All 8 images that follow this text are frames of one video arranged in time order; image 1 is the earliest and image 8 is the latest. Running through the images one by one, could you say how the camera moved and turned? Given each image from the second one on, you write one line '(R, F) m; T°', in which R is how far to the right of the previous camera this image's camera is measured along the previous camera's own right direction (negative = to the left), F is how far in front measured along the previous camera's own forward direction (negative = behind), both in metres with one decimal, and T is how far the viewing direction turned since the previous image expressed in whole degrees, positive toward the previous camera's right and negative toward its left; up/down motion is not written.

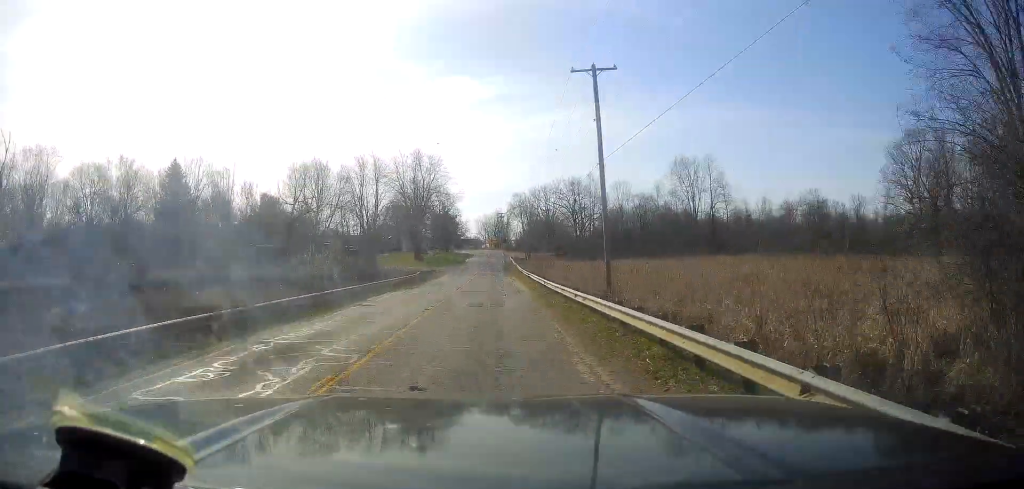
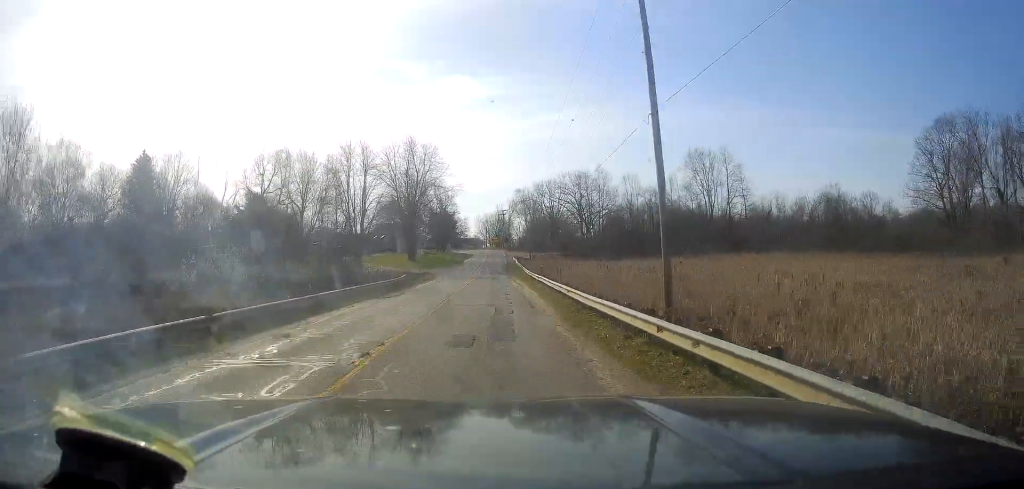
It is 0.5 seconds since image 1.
(+0.6, +10.0) m; 0°
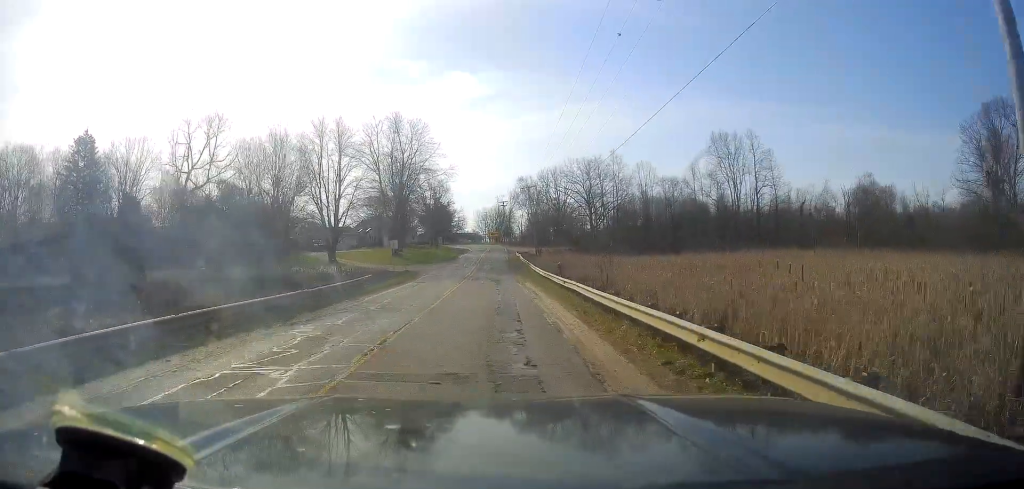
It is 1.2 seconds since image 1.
(+0.4, +15.0) m; 0°
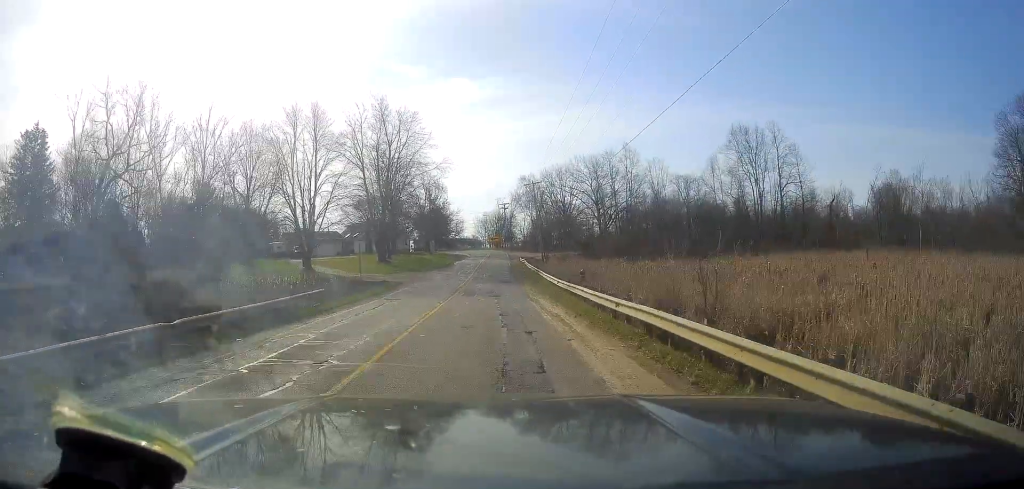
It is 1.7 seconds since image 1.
(-0.3, +10.8) m; -1°
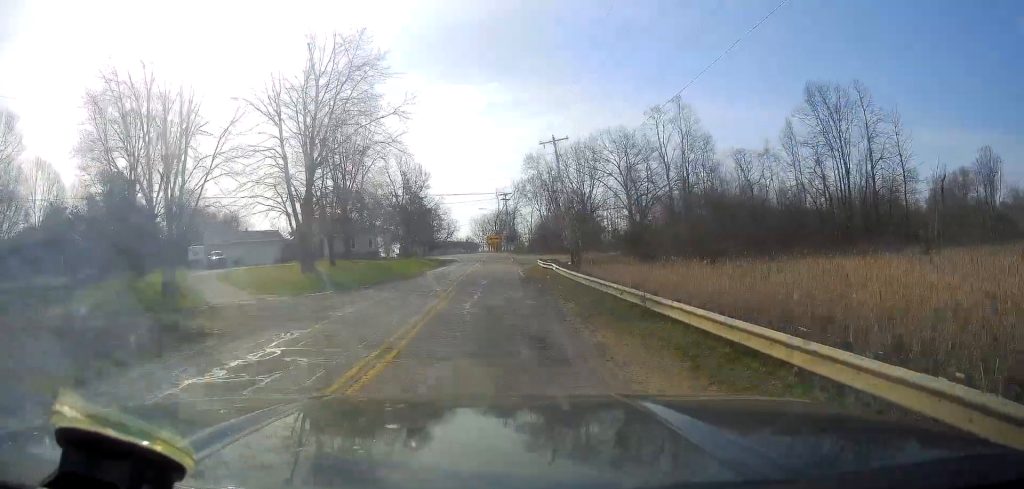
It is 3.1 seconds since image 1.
(-0.2, +30.4) m; 0°
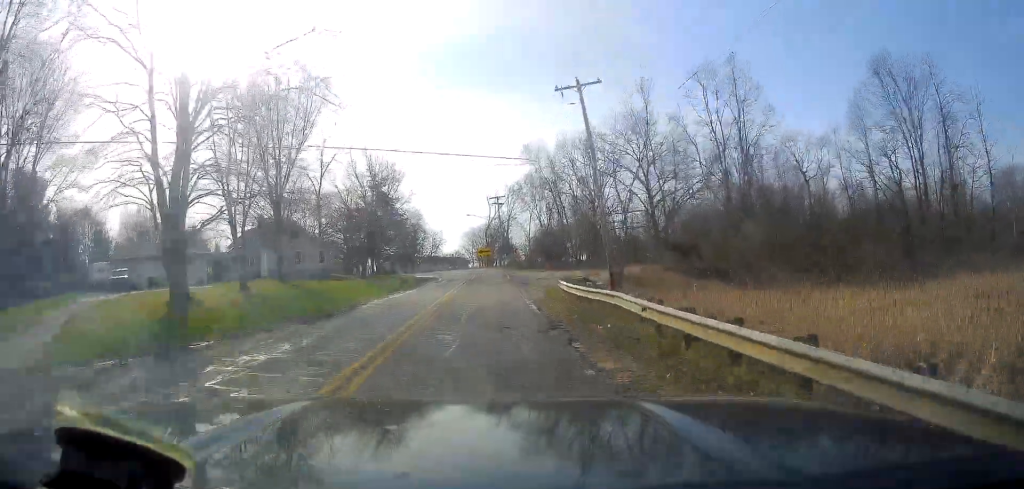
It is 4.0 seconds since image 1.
(0.0, +19.2) m; 0°
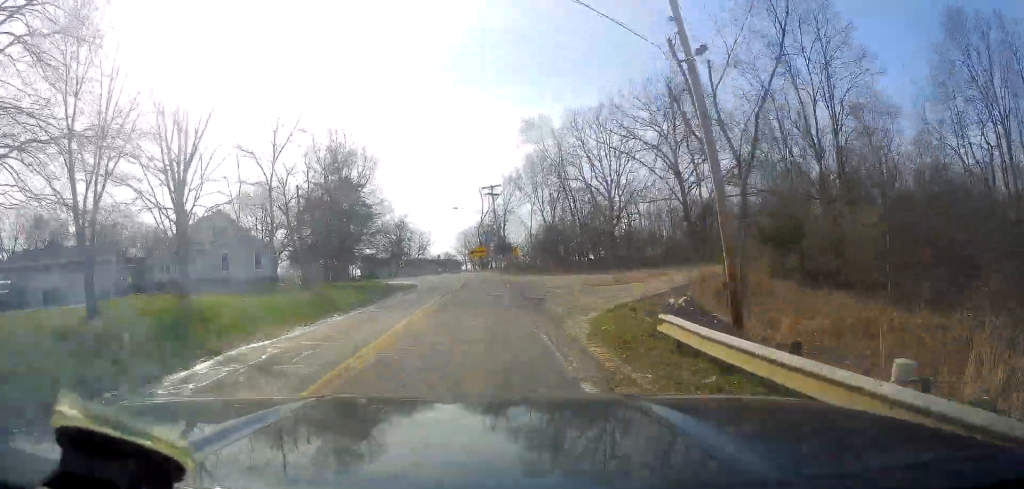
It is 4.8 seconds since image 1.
(0.0, +16.4) m; 0°
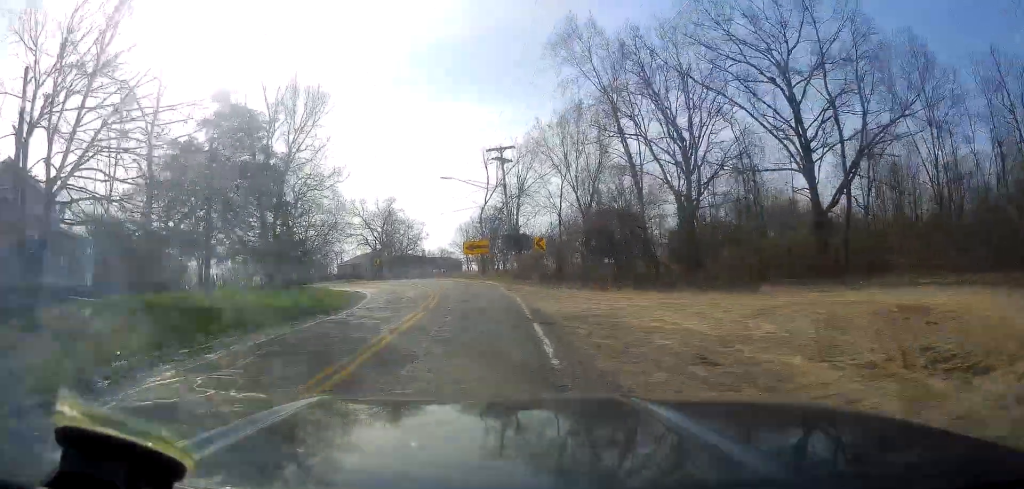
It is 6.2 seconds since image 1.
(+0.2, +26.5) m; 0°
